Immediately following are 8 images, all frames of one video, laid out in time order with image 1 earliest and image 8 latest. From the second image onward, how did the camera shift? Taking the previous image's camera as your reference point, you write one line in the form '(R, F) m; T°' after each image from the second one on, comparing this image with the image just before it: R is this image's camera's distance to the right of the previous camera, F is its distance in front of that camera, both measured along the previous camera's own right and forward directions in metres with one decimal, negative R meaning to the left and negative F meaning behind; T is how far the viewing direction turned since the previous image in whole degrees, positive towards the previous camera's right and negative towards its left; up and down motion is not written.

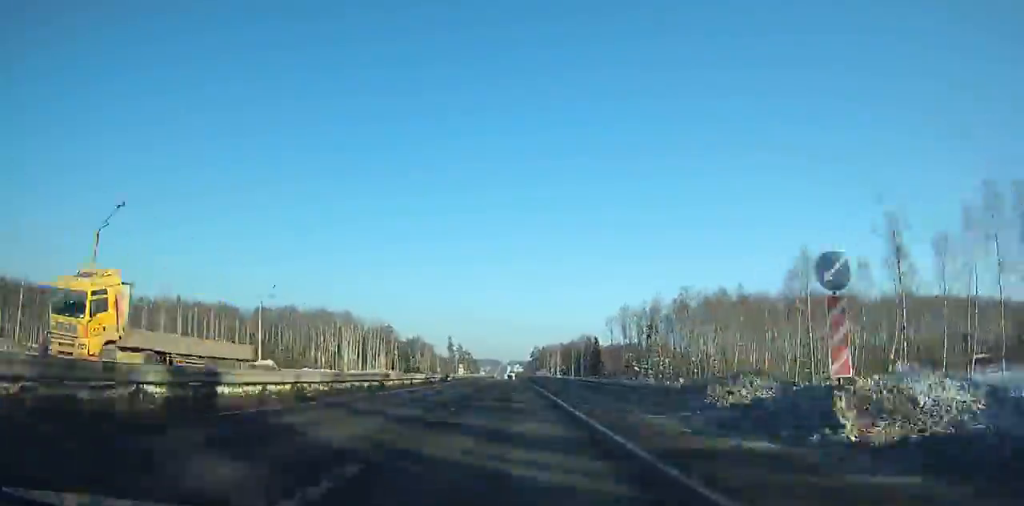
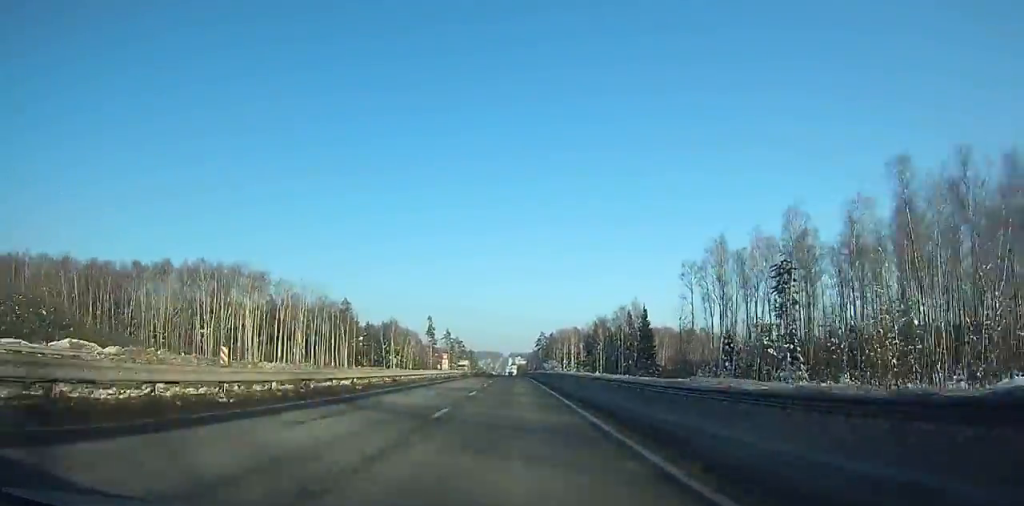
(+0.6, +80.5) m; 0°
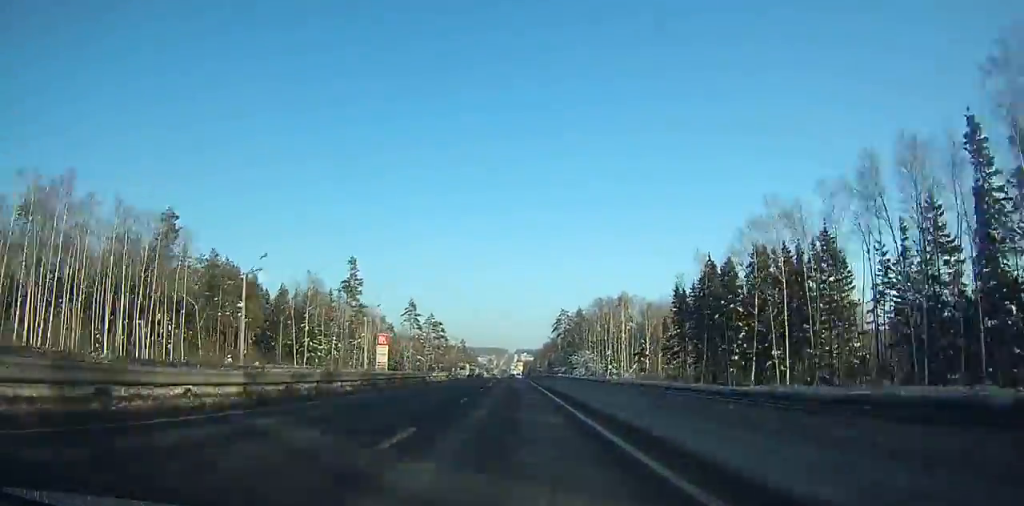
(+0.1, +117.9) m; 0°
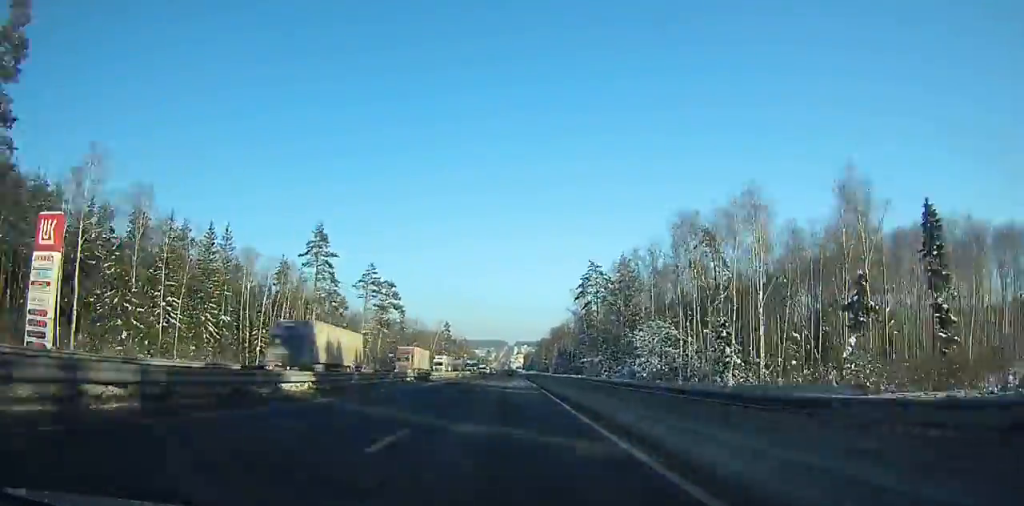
(-0.2, +83.0) m; 0°
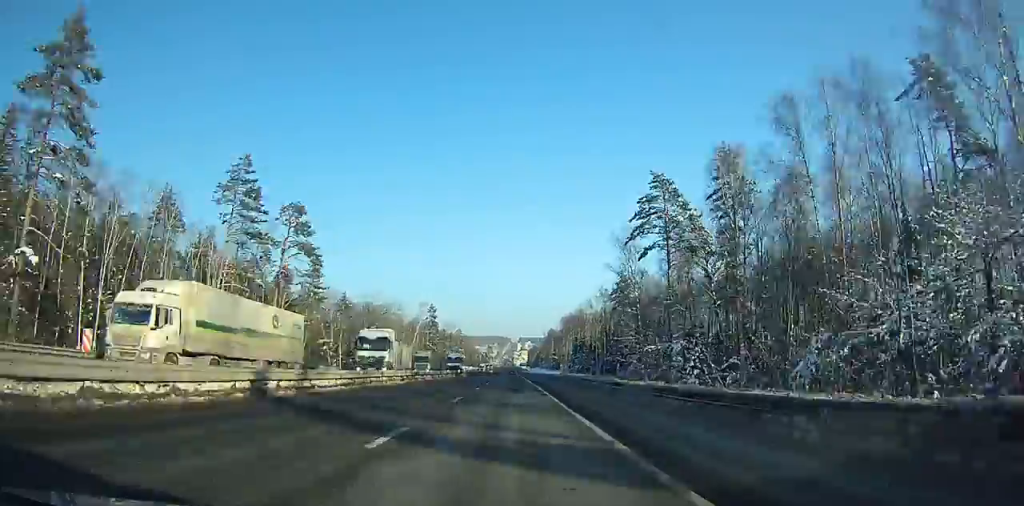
(-0.1, +60.3) m; 0°
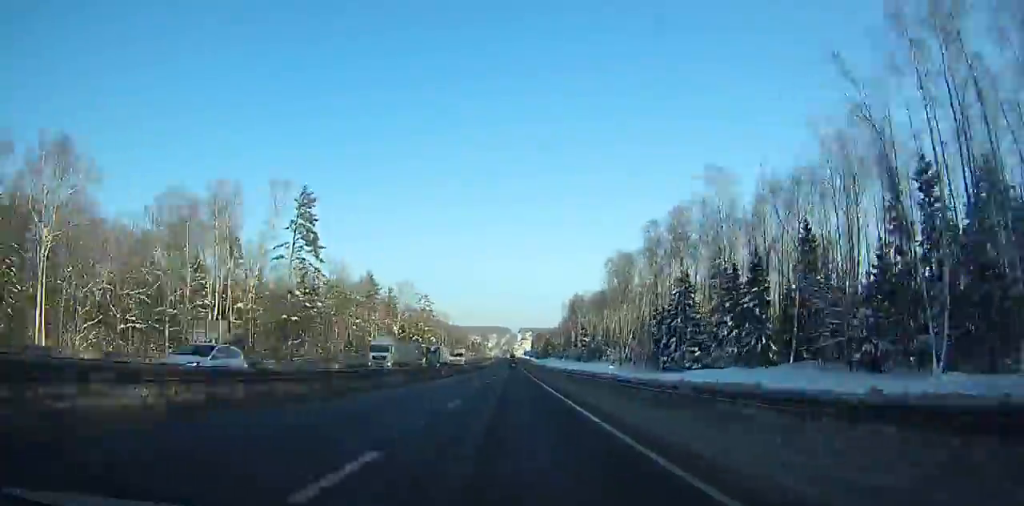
(+0.1, +141.3) m; 0°
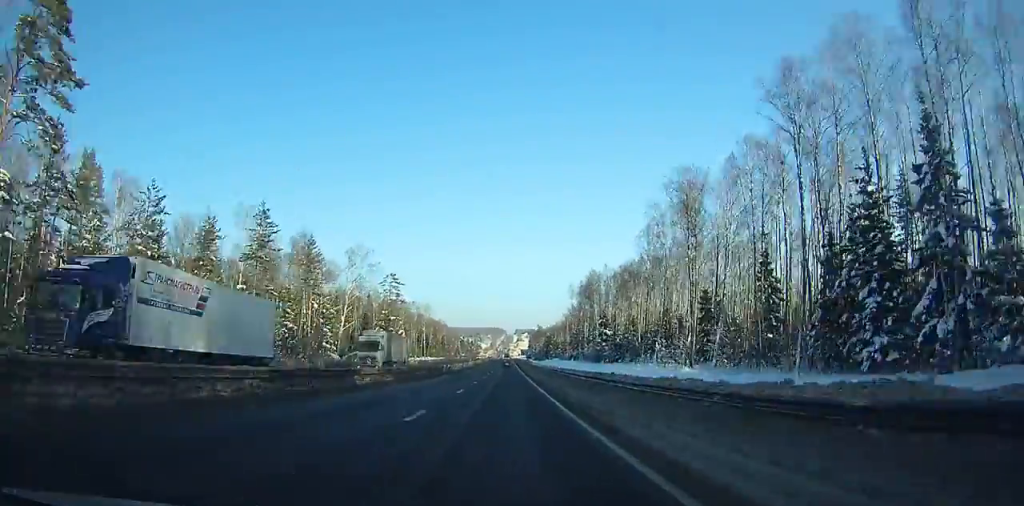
(+0.1, +54.4) m; 0°
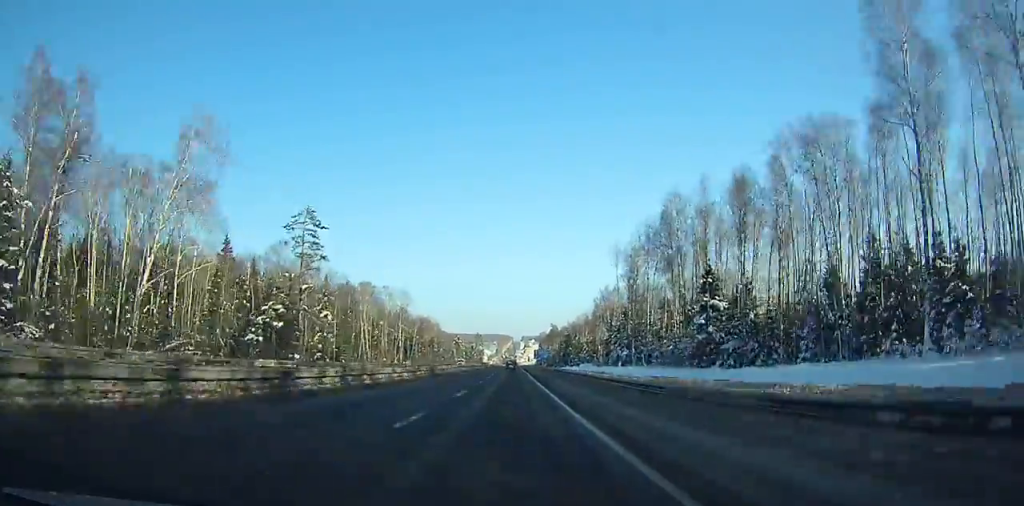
(-0.3, +75.9) m; 0°
